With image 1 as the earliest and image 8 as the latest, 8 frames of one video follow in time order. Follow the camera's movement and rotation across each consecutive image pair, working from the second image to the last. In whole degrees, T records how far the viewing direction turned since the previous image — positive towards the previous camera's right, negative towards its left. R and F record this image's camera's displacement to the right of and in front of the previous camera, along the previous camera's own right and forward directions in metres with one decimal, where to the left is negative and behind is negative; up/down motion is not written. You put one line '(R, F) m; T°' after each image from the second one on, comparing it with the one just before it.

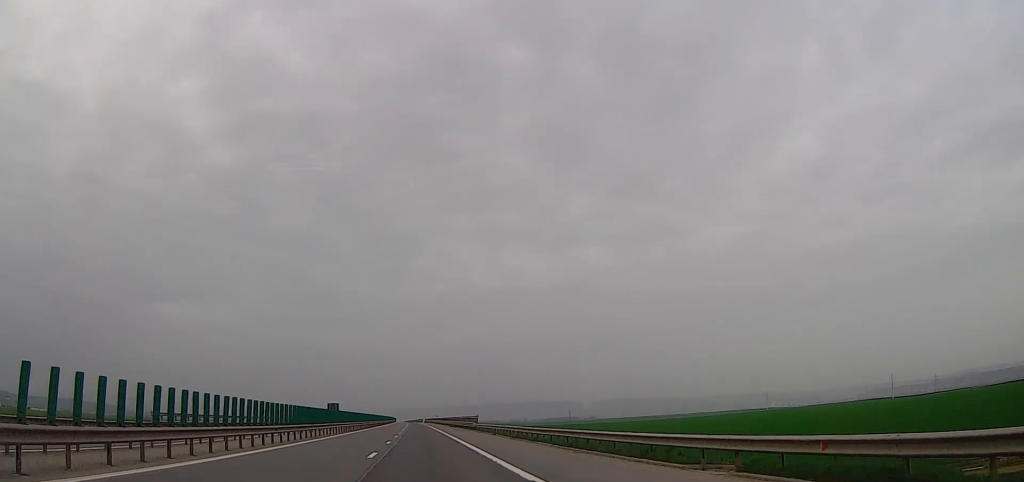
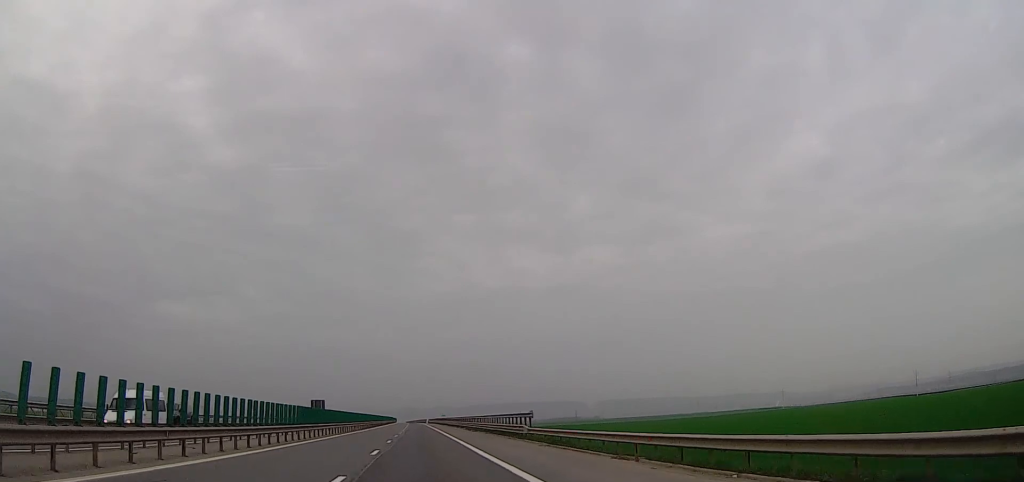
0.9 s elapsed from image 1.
(-0.8, +36.6) m; -1°
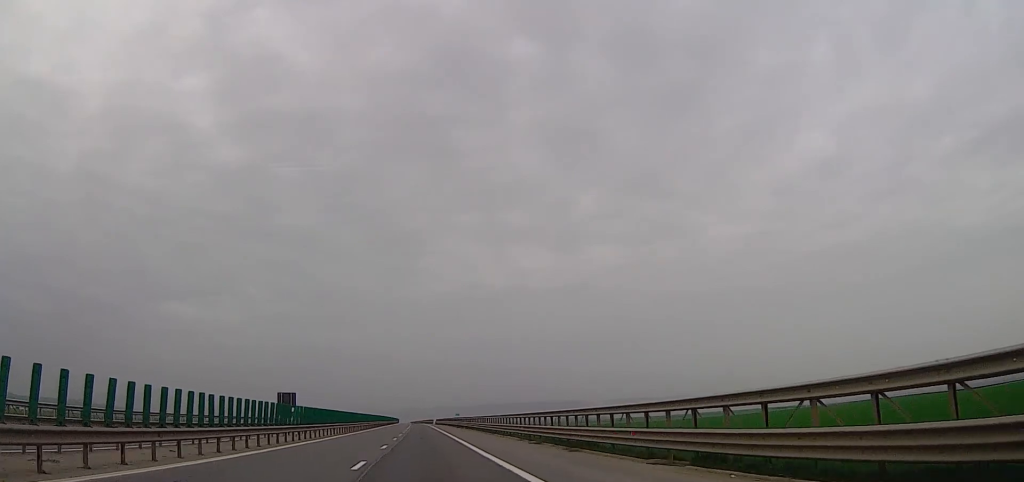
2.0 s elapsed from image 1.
(+0.6, +46.1) m; +1°
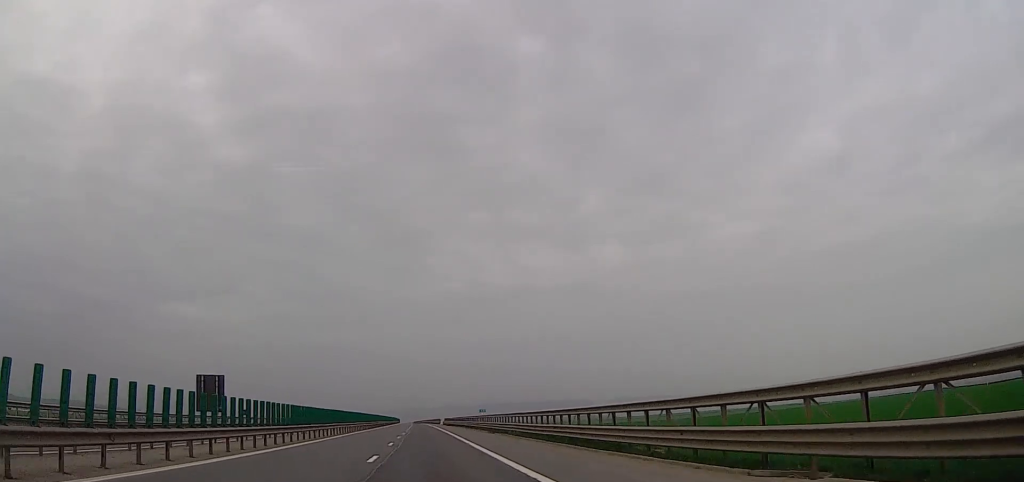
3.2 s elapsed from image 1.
(-0.4, +52.1) m; 0°
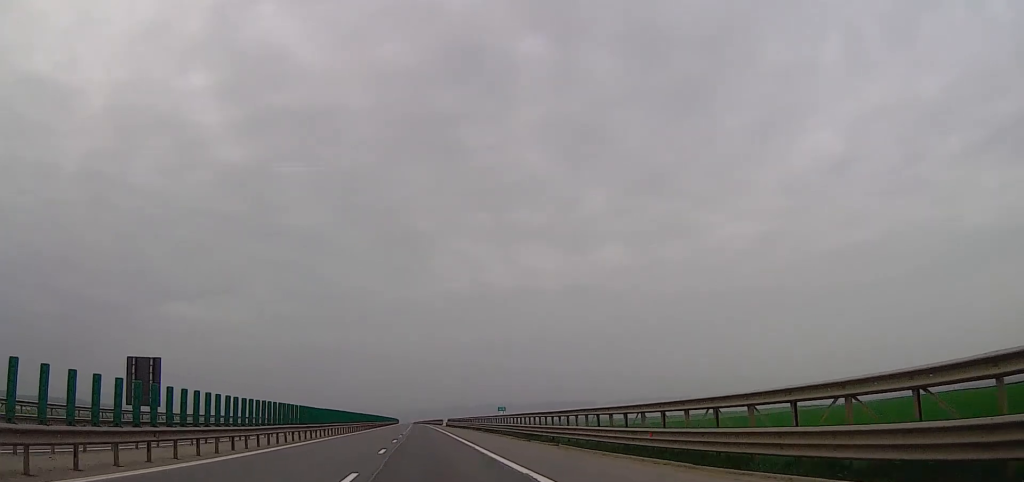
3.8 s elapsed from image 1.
(+0.1, +19.8) m; 0°
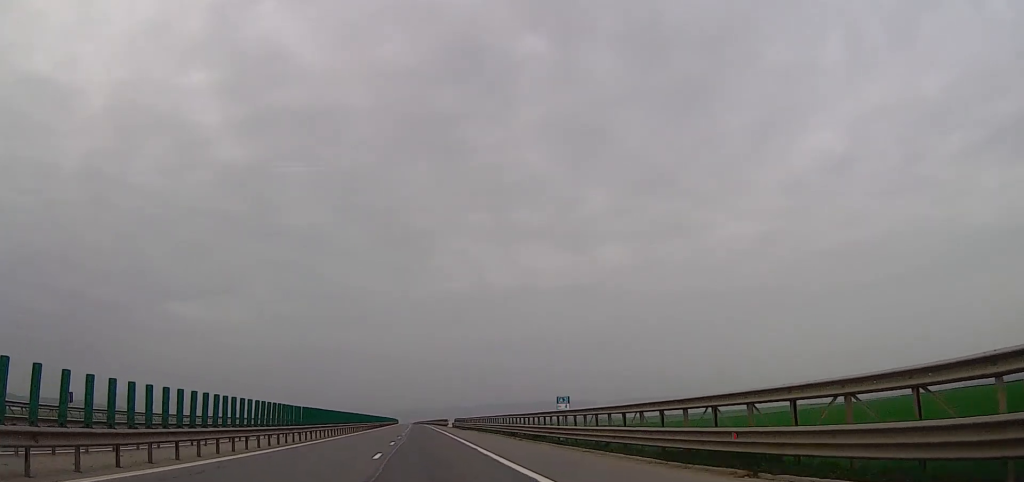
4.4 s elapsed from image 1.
(+0.1, +25.7) m; 0°
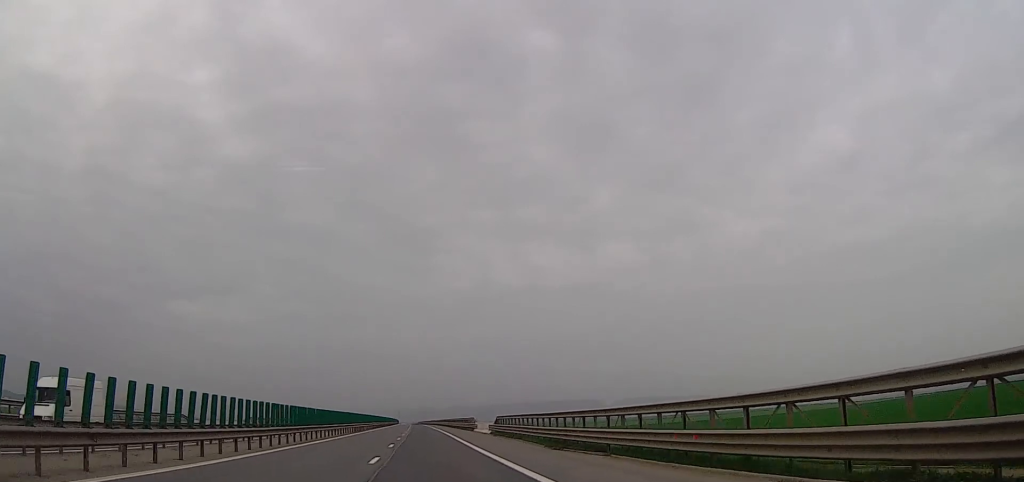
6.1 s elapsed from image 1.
(-0.4, +65.1) m; -1°
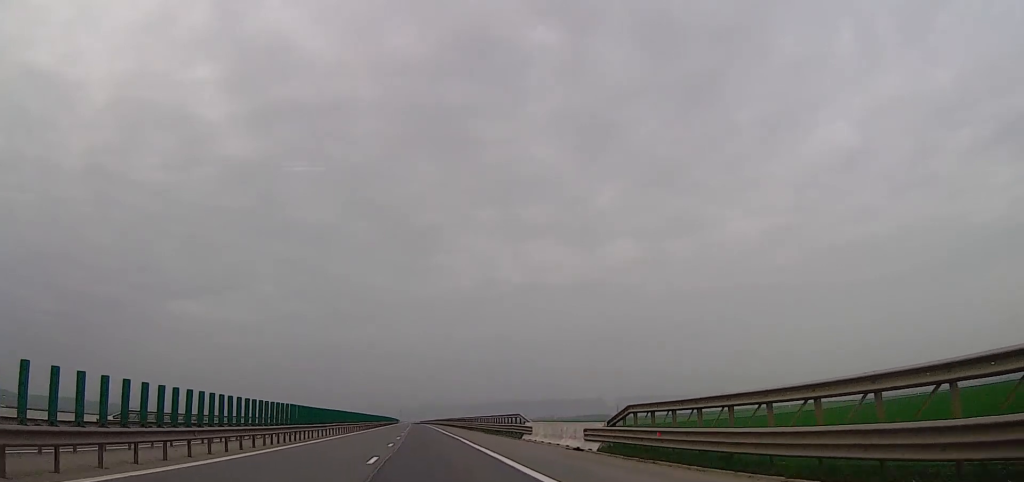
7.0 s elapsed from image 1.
(-0.4, +36.1) m; -1°
